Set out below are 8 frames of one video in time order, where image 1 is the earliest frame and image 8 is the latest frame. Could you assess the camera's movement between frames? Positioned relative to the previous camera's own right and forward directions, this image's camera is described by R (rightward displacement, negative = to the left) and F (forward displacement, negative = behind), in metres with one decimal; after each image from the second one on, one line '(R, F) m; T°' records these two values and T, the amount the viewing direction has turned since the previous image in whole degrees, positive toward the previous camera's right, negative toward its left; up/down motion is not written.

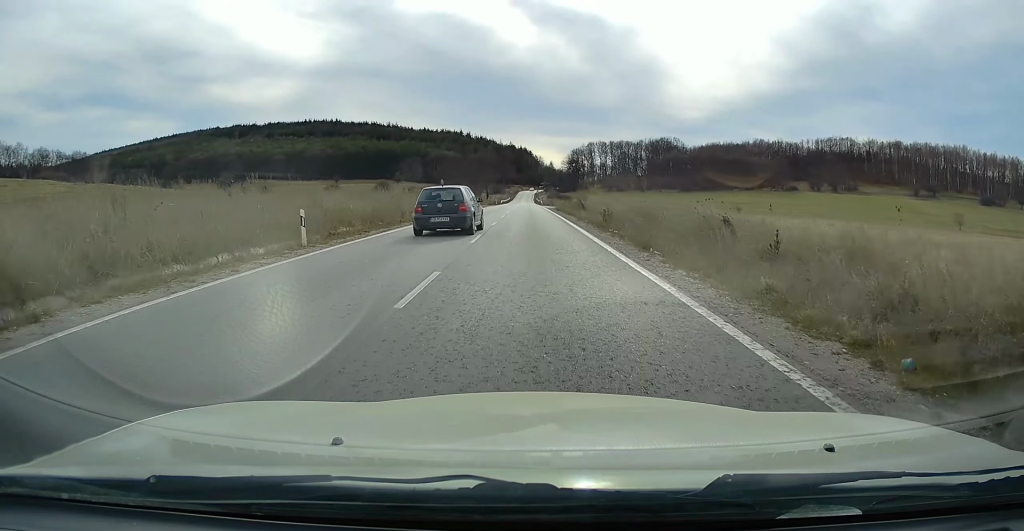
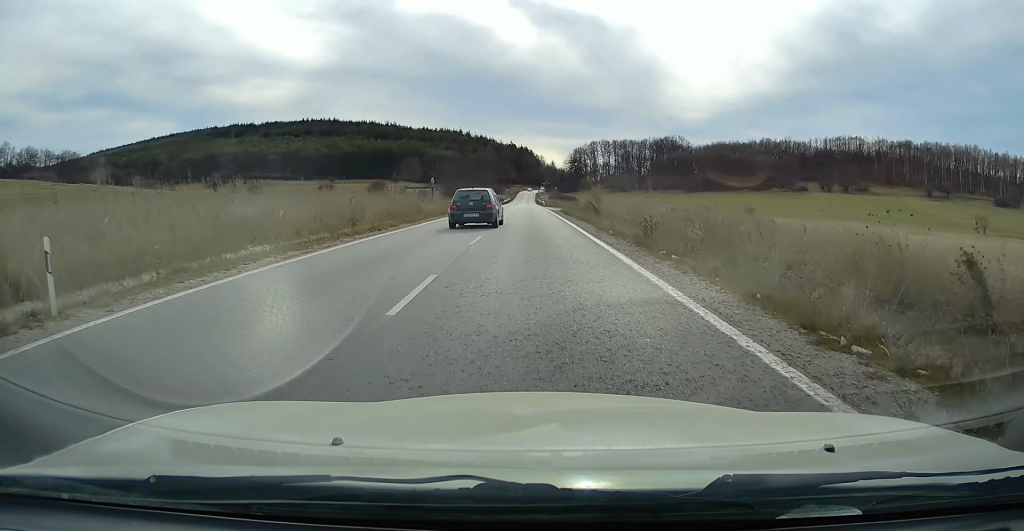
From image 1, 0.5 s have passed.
(-0.1, +9.2) m; 0°
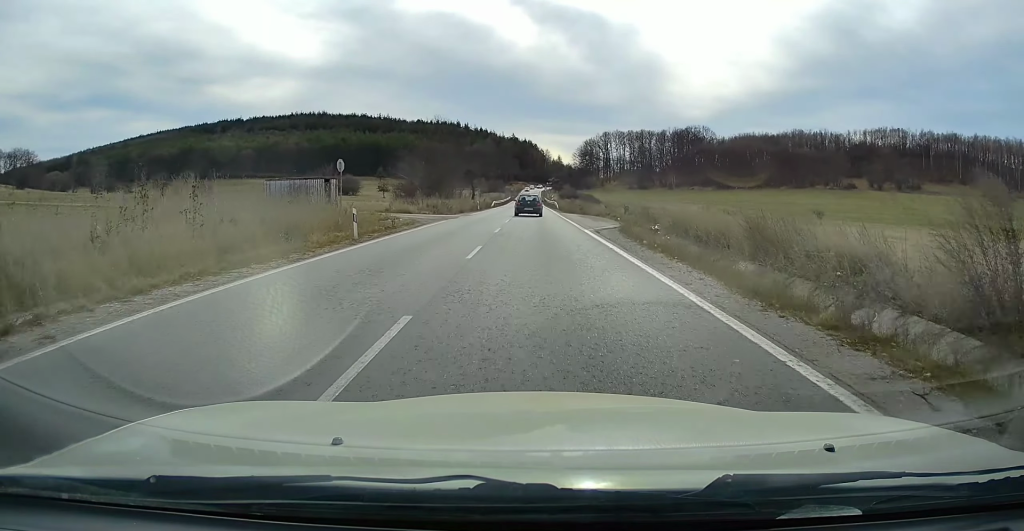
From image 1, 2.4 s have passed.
(0.0, +38.4) m; 0°
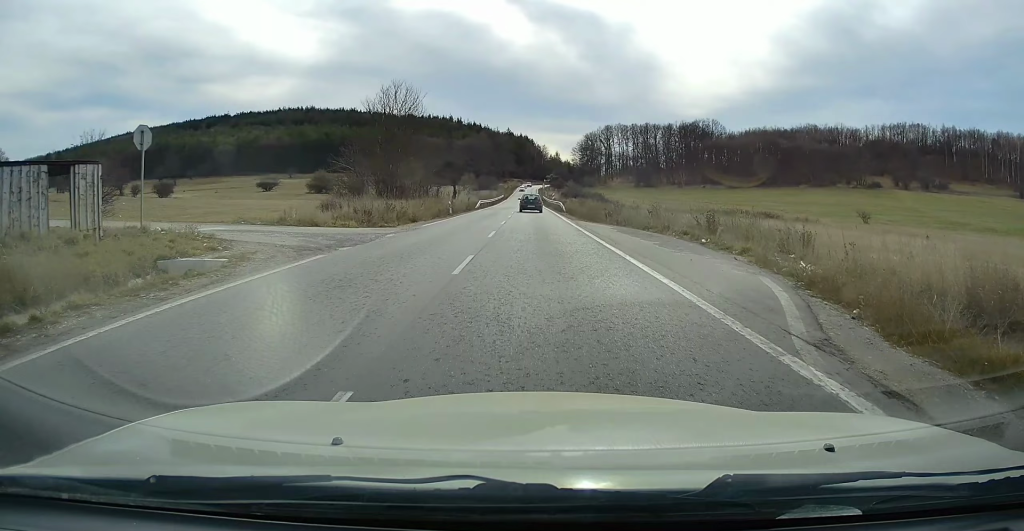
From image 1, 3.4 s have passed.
(-0.1, +19.9) m; +1°
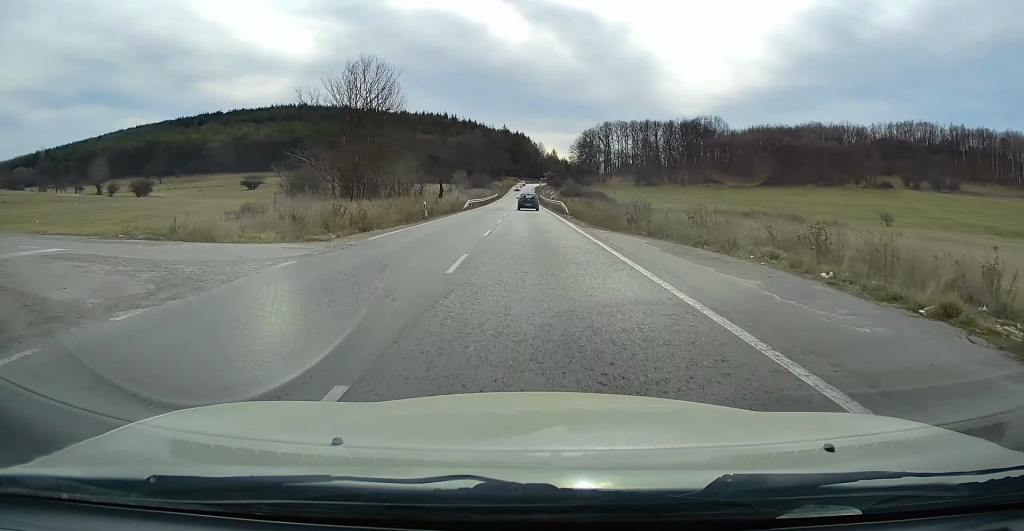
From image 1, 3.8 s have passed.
(+0.1, +8.8) m; 0°
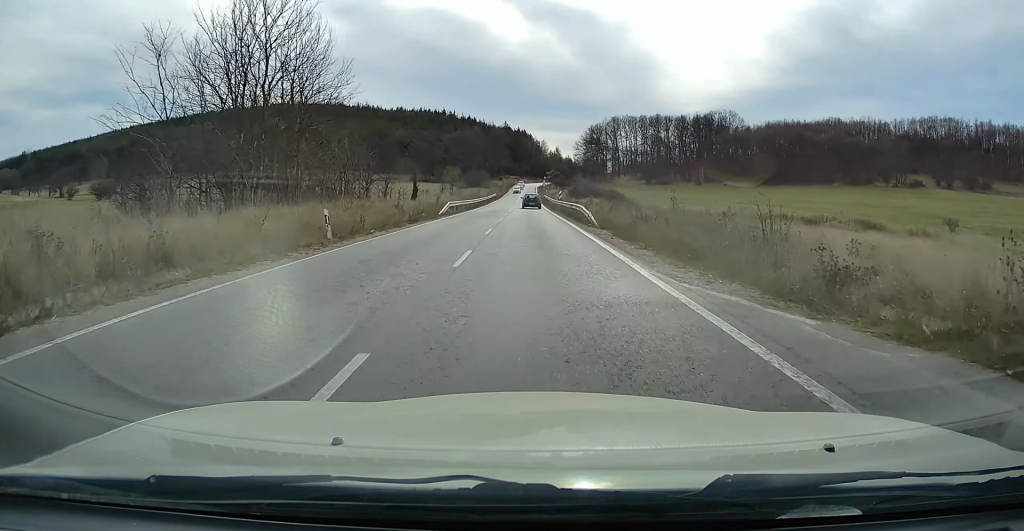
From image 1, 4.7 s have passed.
(+0.2, +16.4) m; 0°
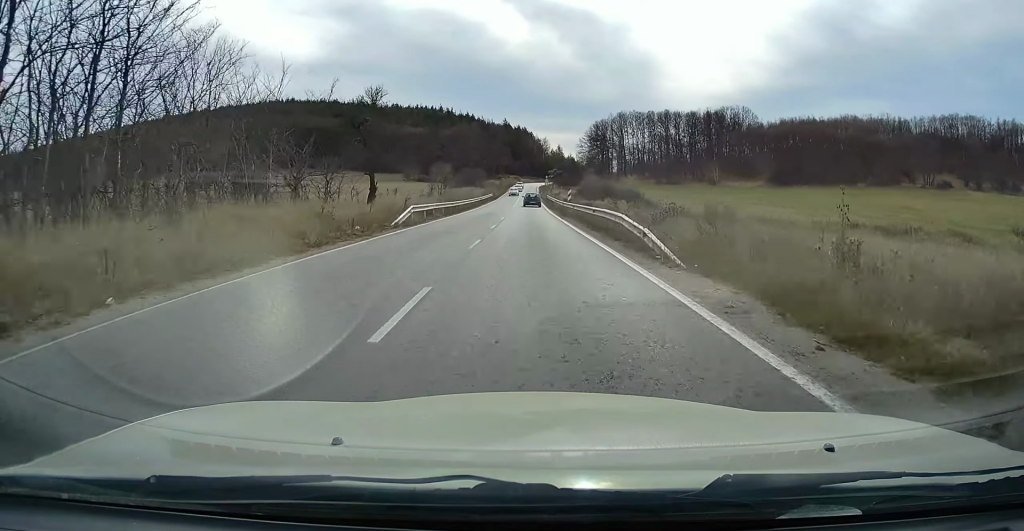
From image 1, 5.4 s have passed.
(-0.1, +14.3) m; 0°
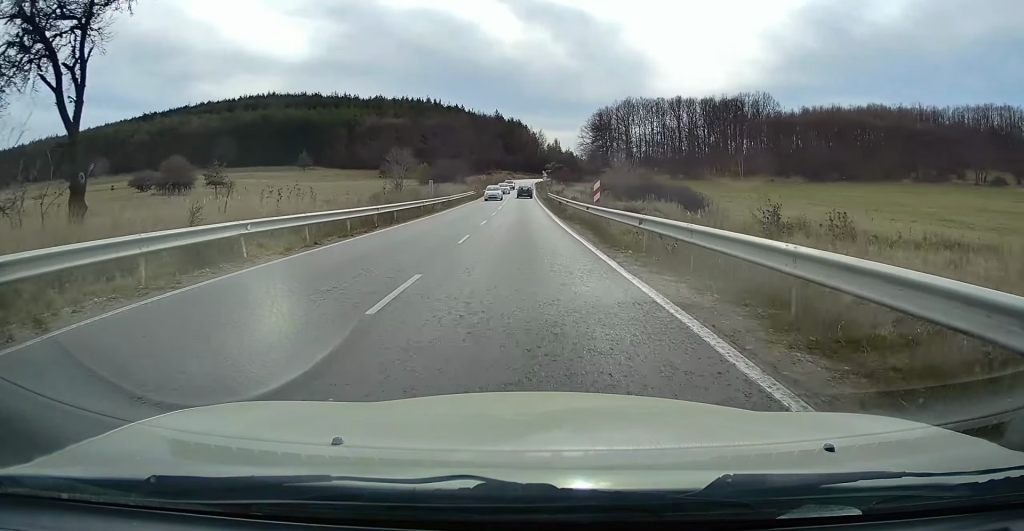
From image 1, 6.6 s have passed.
(-0.1, +25.4) m; 0°
